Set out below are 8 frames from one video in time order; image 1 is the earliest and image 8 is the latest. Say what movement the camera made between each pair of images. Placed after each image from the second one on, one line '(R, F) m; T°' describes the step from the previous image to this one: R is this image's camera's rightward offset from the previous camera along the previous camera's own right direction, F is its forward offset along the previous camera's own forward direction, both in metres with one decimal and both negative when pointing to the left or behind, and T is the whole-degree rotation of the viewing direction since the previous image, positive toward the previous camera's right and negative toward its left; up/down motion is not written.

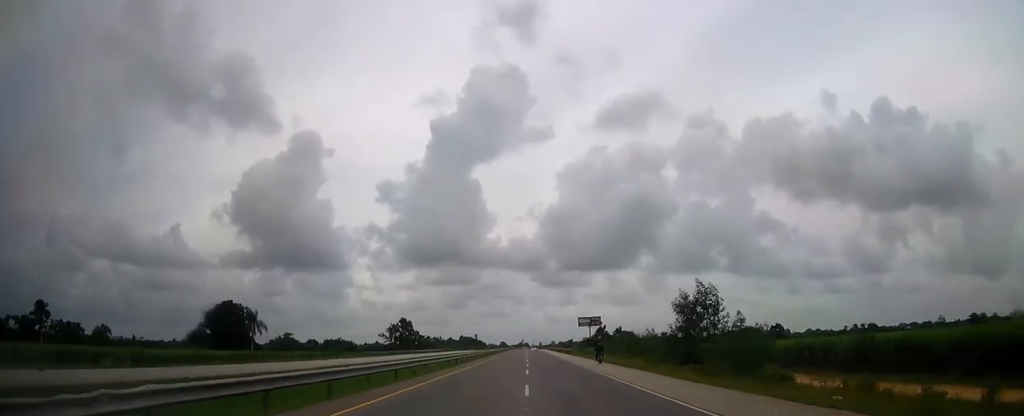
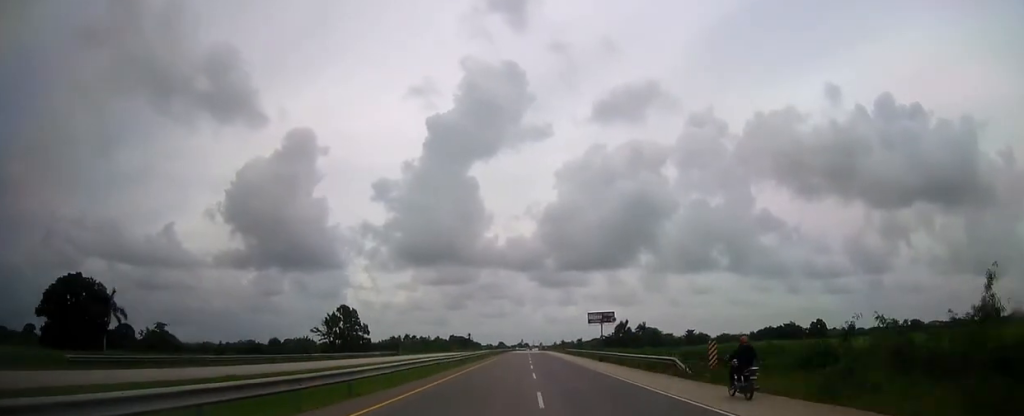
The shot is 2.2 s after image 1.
(+0.1, +62.2) m; 0°
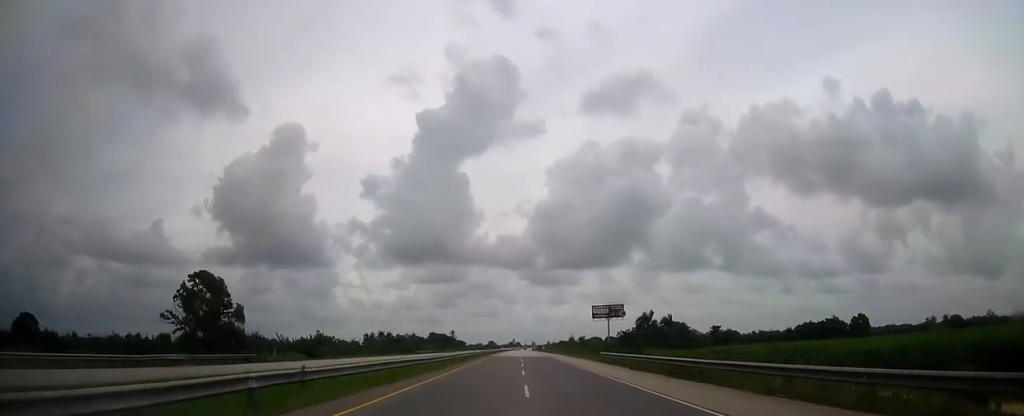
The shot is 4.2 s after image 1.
(0.0, +57.5) m; 0°
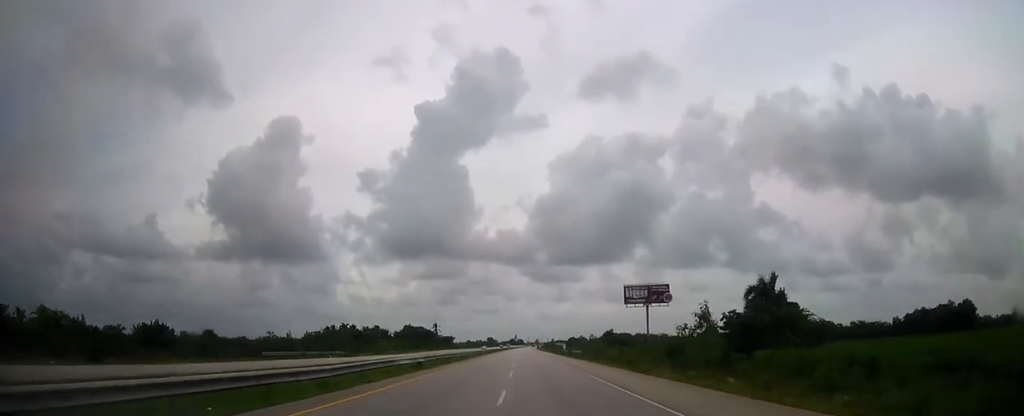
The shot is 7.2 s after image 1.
(+0.3, +86.0) m; 0°
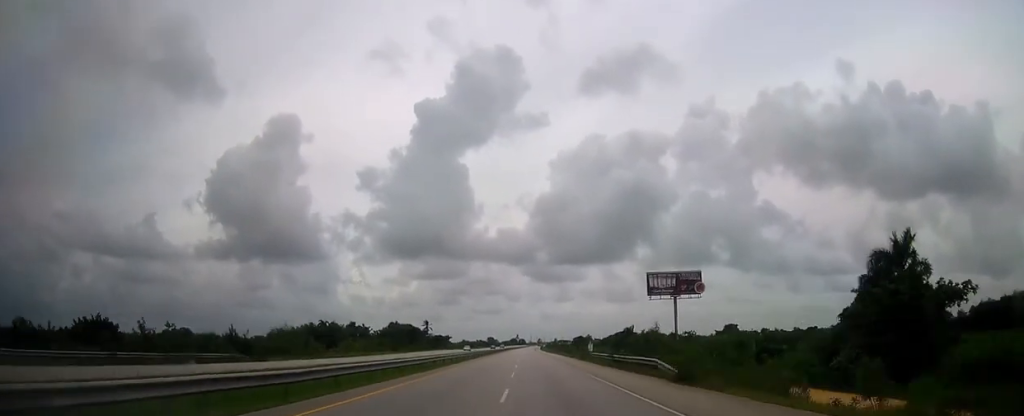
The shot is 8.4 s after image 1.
(0.0, +35.0) m; 0°
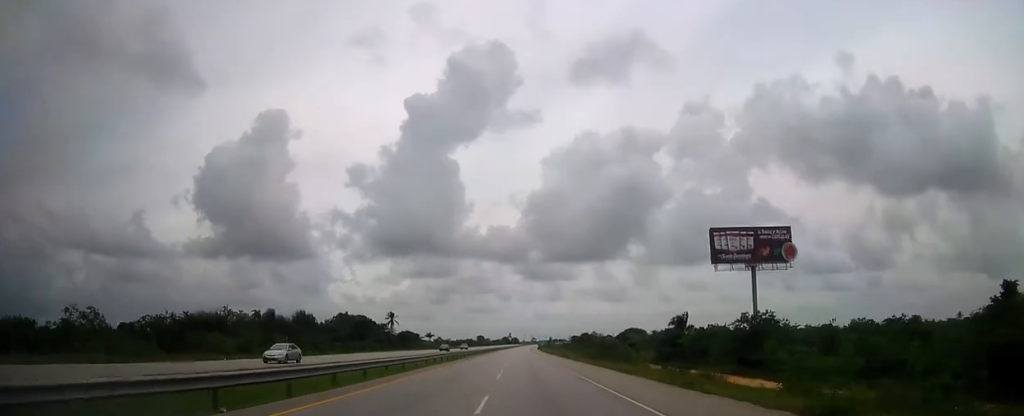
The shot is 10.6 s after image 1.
(+0.1, +63.9) m; 0°
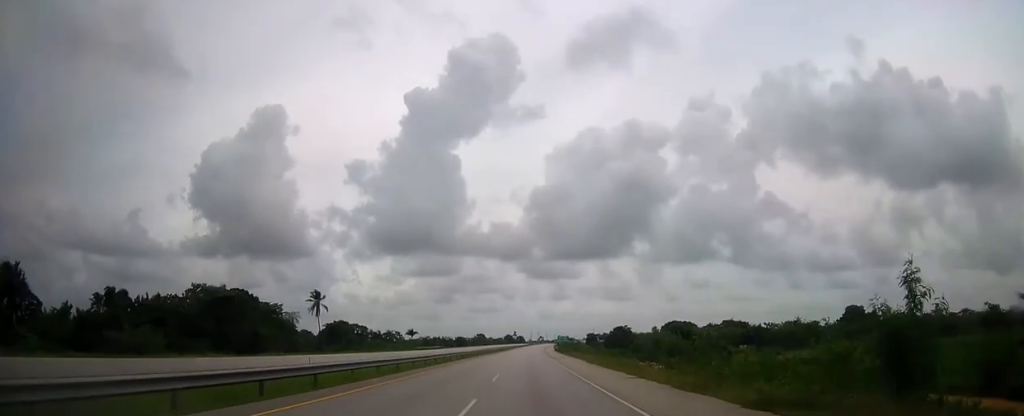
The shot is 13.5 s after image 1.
(0.0, +84.8) m; 0°
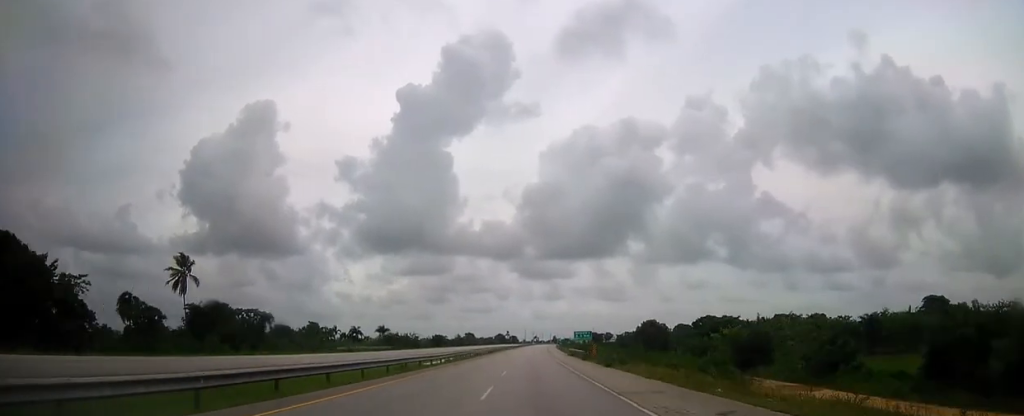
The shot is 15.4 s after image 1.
(+0.1, +55.7) m; 0°
